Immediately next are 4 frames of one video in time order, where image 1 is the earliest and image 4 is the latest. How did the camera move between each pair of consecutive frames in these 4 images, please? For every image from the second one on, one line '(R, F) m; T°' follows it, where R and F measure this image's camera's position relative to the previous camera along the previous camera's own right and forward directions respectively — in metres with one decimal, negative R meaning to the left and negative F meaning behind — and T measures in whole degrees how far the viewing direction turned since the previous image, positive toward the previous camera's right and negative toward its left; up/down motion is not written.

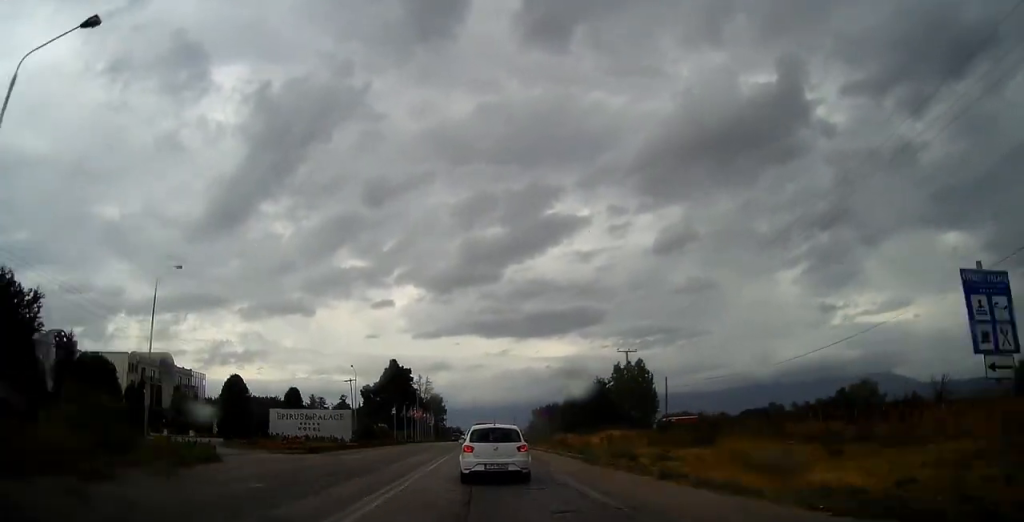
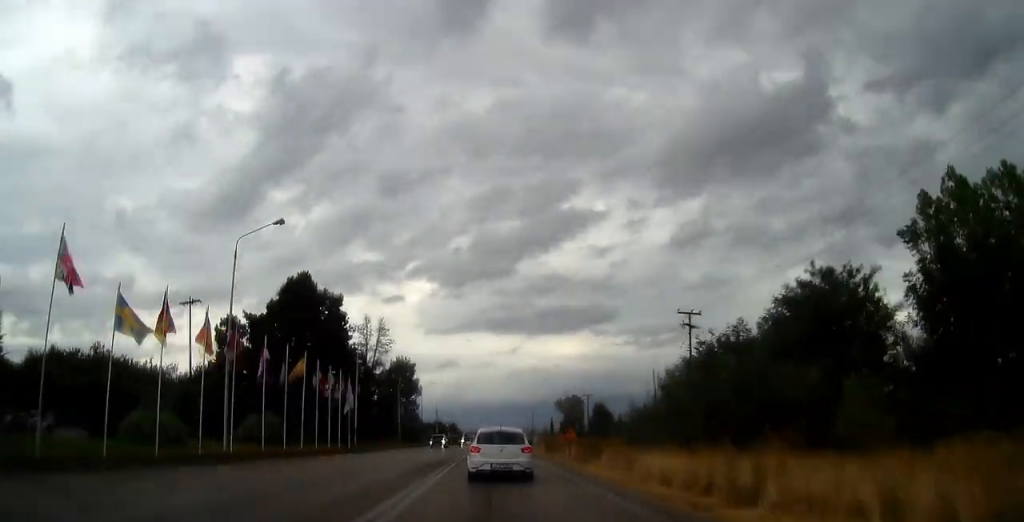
(0.0, +87.6) m; 0°
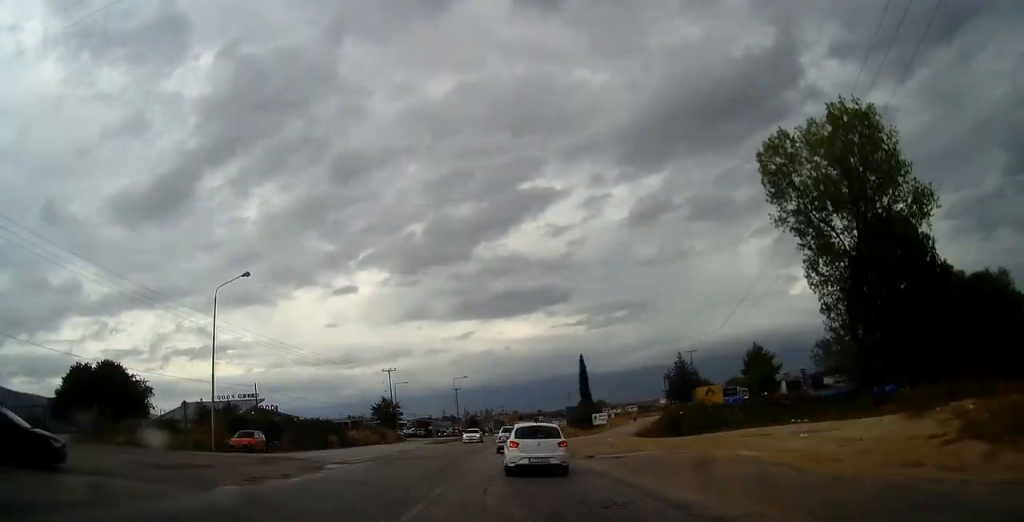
(+5.8, +206.6) m; +6°
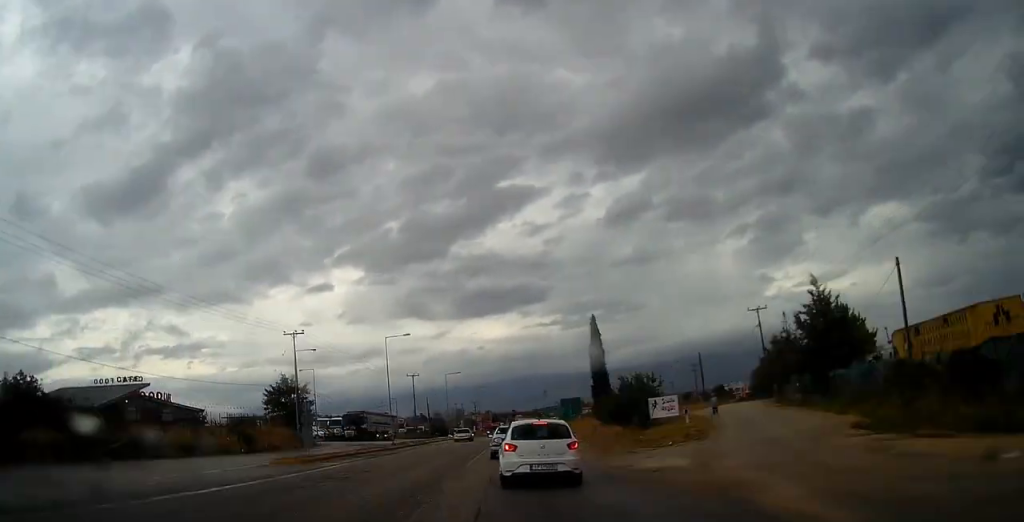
(+1.2, +36.7) m; +2°
